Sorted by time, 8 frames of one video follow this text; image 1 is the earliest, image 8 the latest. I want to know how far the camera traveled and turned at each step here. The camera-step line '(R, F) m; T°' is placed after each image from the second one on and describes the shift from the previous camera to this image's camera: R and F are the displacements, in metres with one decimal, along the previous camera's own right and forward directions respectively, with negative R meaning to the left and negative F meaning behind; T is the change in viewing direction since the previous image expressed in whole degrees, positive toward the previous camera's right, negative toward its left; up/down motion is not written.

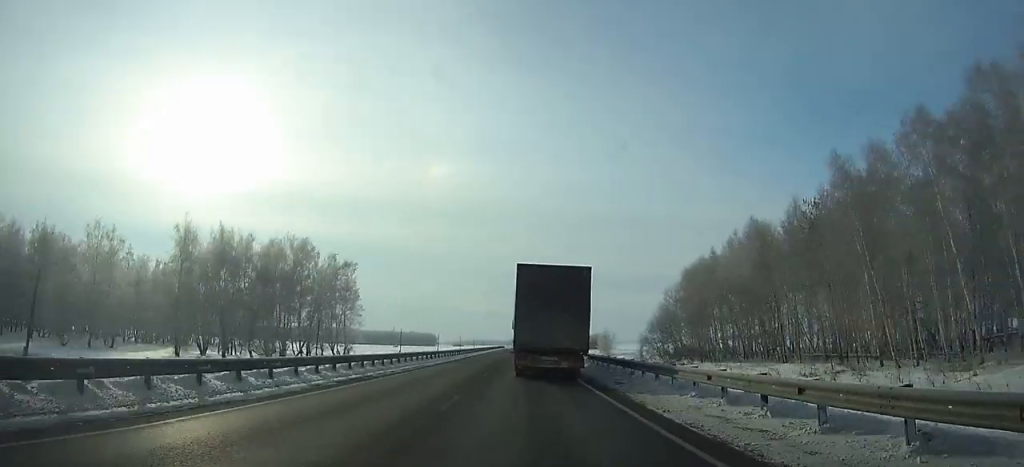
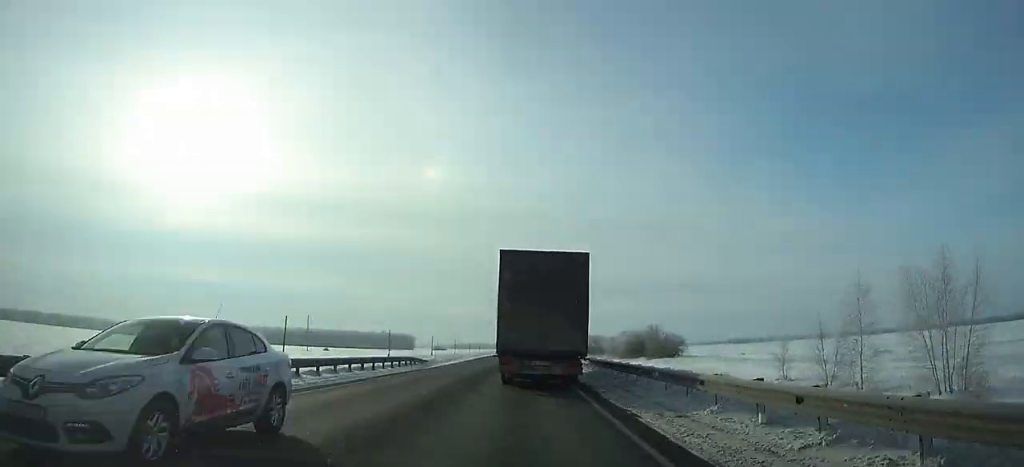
(+1.1, +140.7) m; +1°
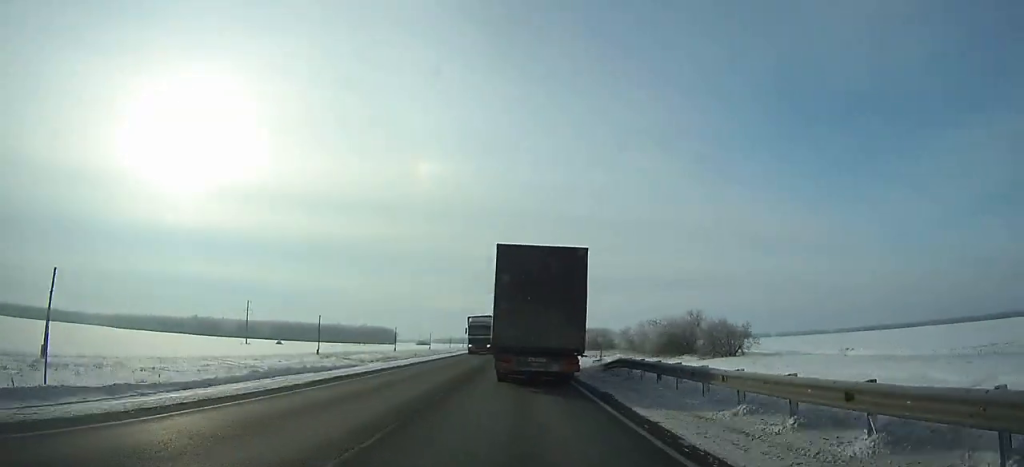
(+0.1, +44.5) m; 0°
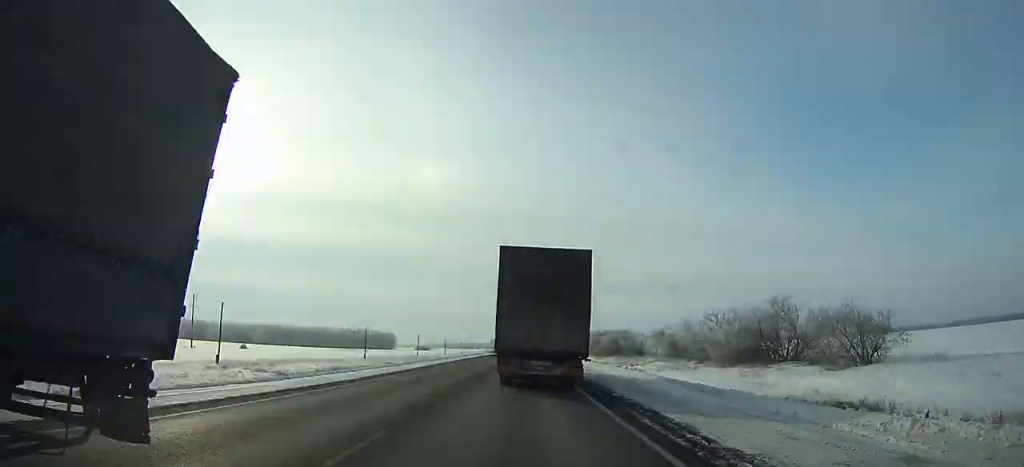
(0.0, +35.7) m; 0°
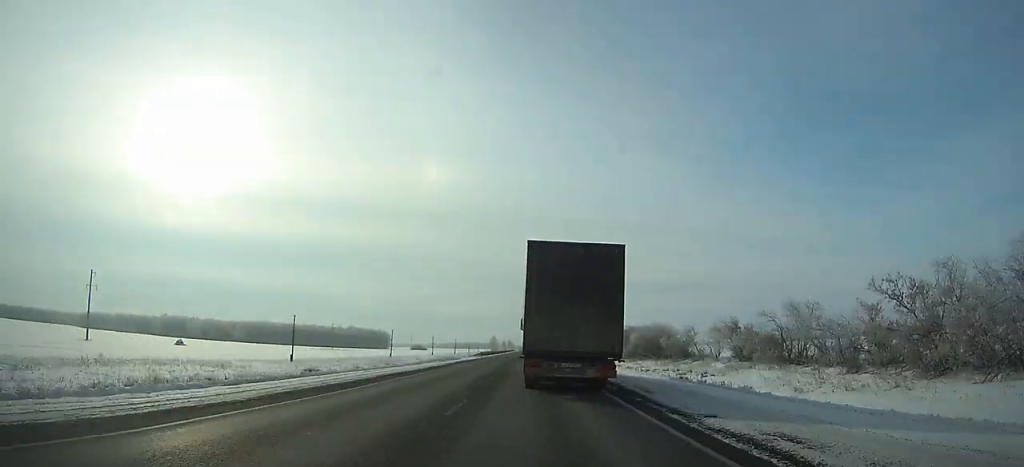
(+0.1, +41.5) m; 0°
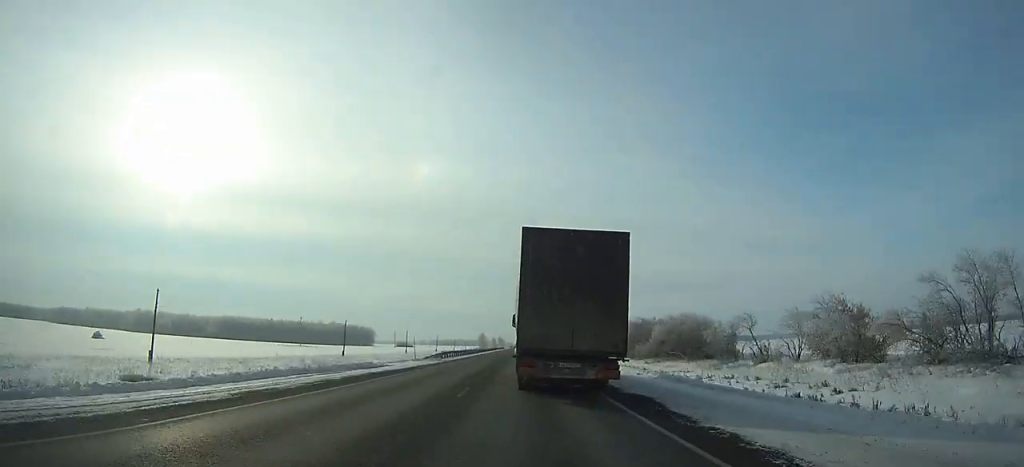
(+0.1, +30.9) m; 0°
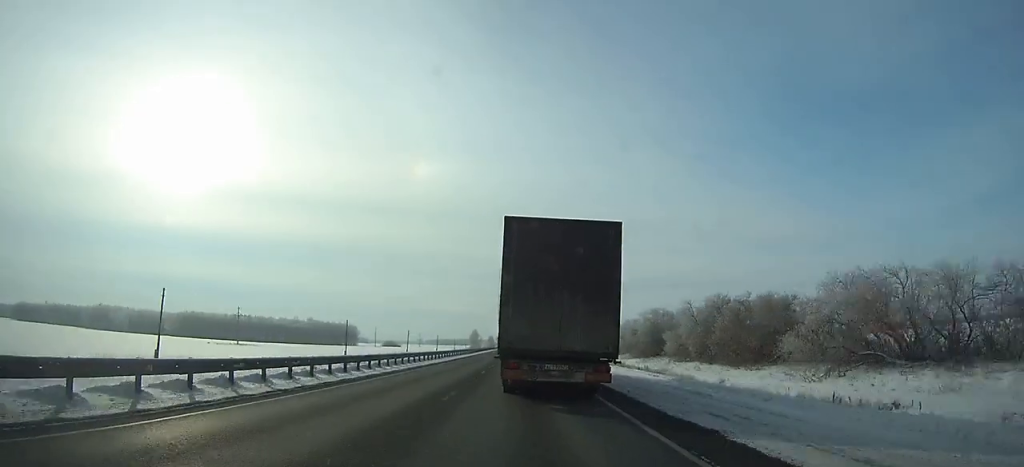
(0.0, +58.8) m; 0°
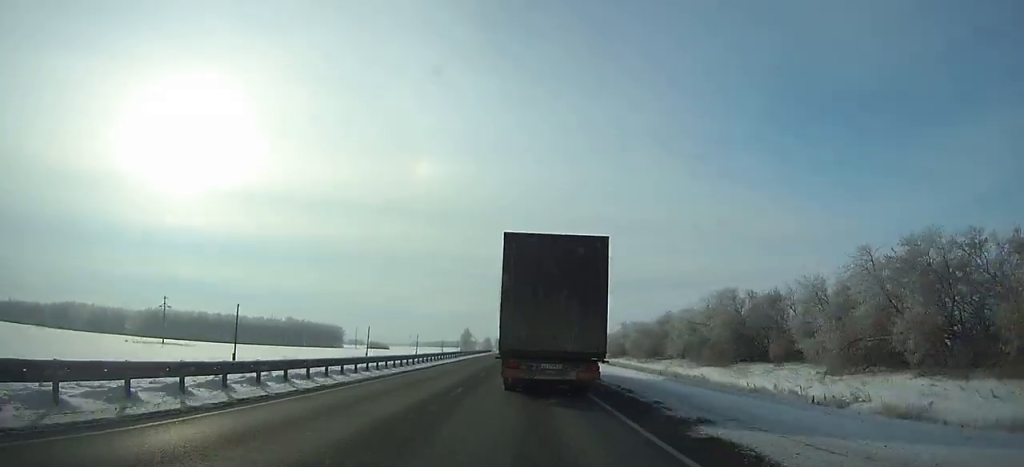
(0.0, +46.2) m; 0°
